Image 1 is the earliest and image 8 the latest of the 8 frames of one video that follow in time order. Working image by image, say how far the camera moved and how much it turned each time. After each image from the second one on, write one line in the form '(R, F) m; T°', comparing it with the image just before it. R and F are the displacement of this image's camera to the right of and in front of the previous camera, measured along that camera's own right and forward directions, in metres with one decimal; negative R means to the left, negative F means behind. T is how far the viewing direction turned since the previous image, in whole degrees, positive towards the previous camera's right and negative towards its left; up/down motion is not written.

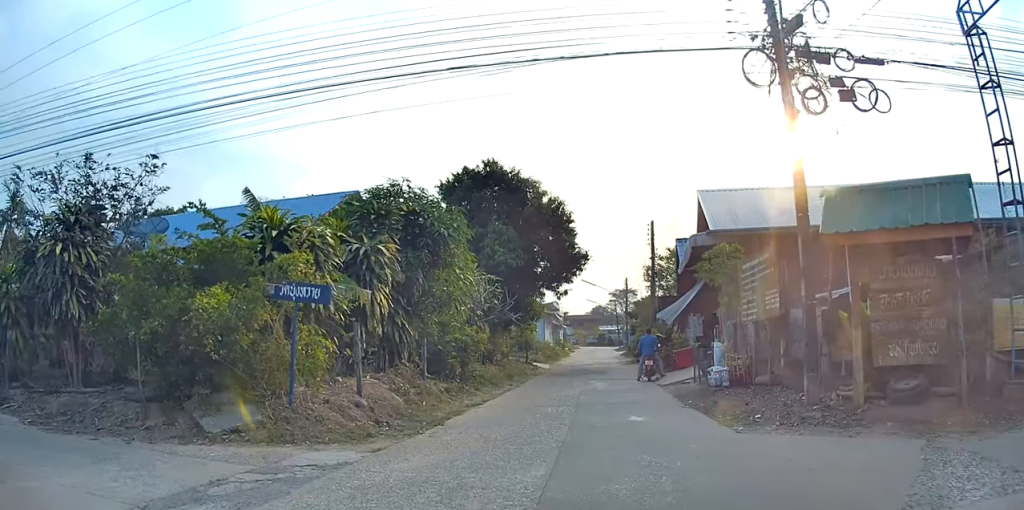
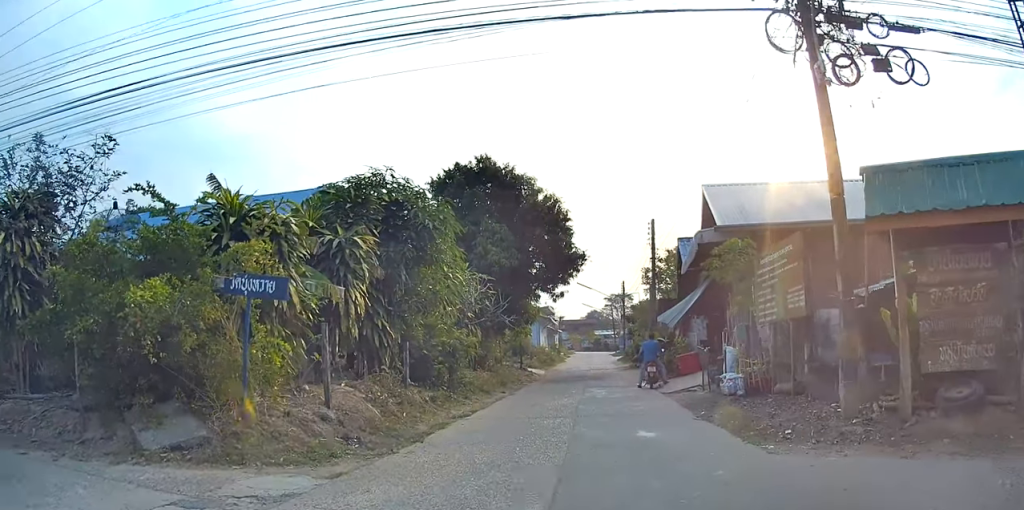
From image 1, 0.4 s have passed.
(0.0, +1.5) m; 0°
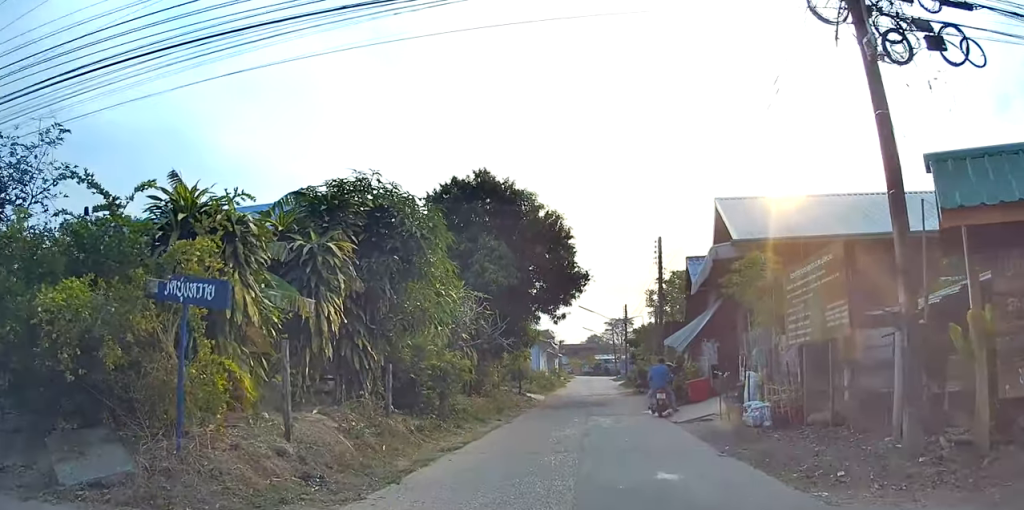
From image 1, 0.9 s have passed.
(0.0, +1.5) m; +1°
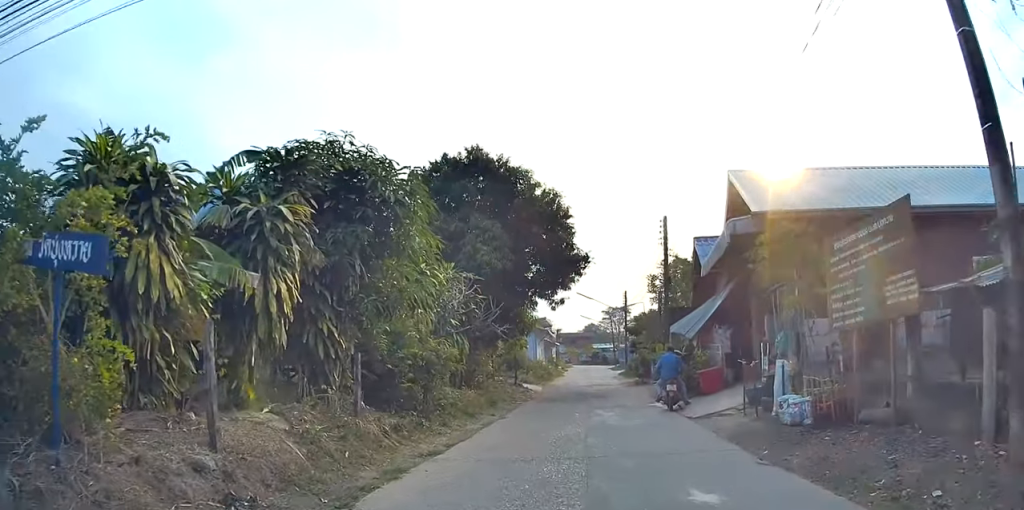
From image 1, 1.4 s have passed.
(0.0, +1.5) m; +1°
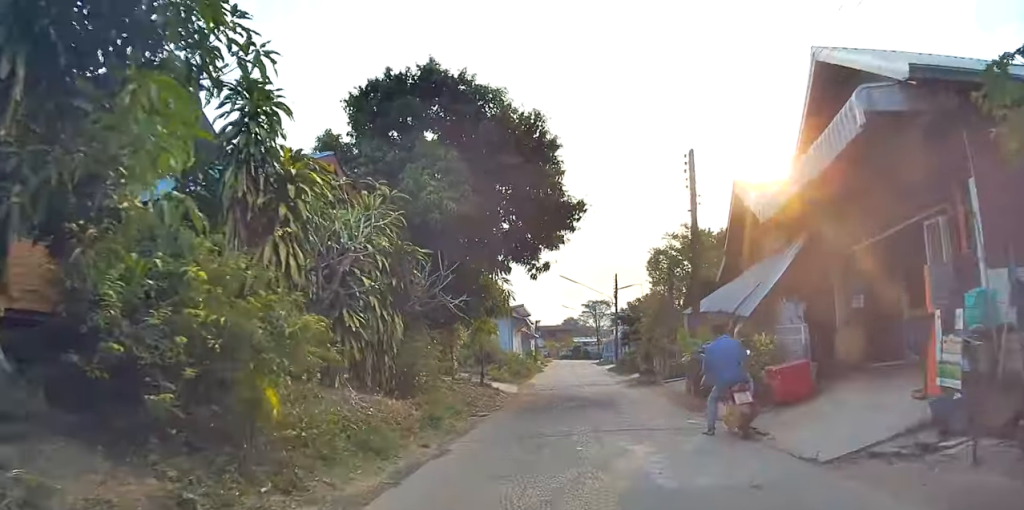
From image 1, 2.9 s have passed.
(+0.1, +5.5) m; +2°
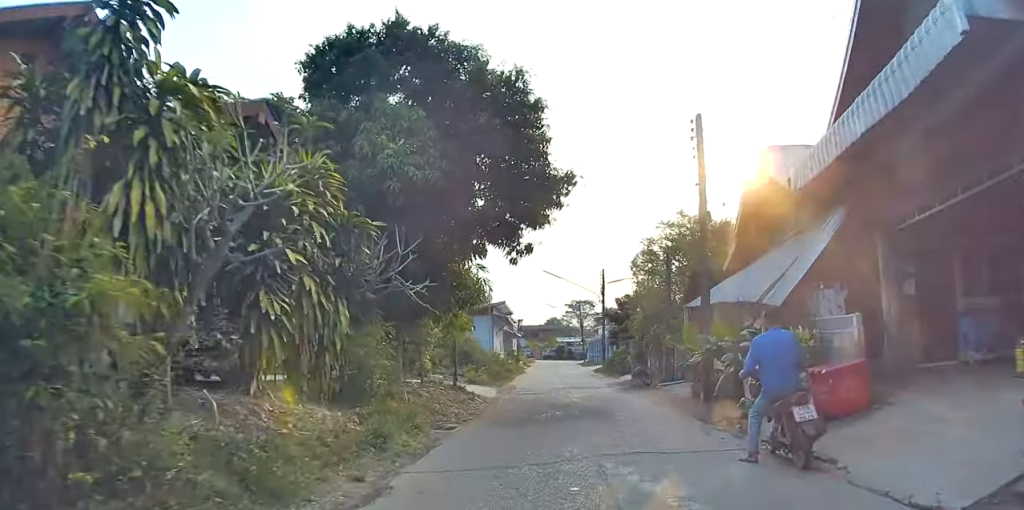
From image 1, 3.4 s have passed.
(0.0, +2.0) m; +1°
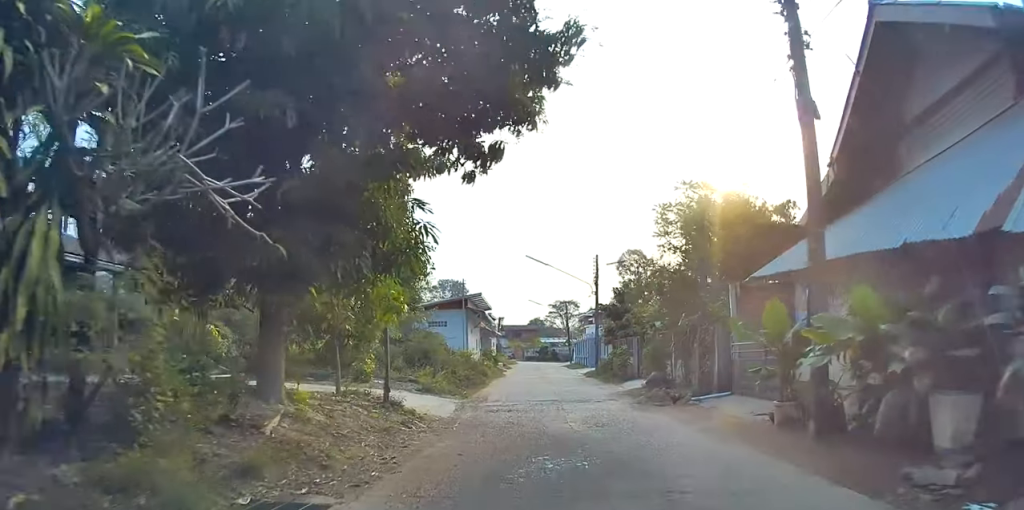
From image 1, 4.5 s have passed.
(+0.1, +4.5) m; 0°
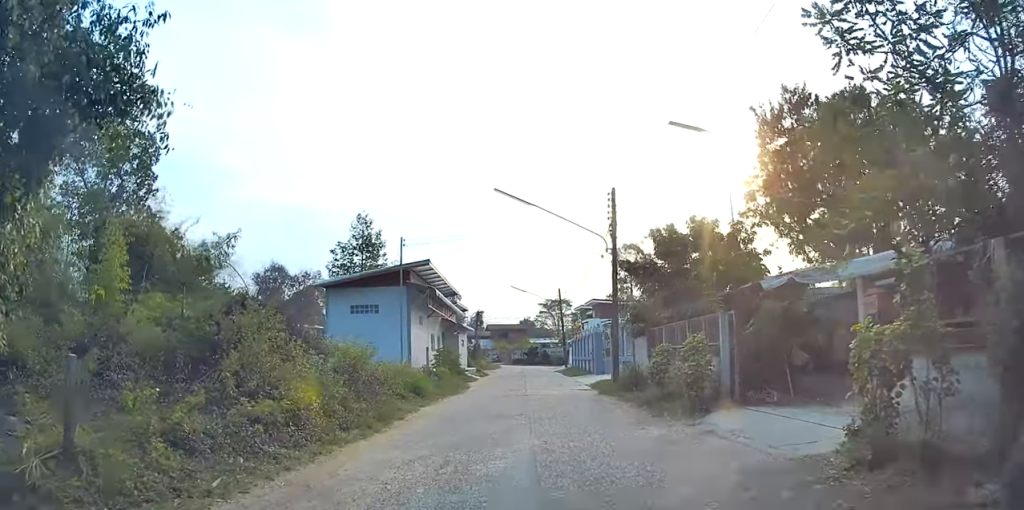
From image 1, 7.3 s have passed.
(-0.4, +13.1) m; -4°
